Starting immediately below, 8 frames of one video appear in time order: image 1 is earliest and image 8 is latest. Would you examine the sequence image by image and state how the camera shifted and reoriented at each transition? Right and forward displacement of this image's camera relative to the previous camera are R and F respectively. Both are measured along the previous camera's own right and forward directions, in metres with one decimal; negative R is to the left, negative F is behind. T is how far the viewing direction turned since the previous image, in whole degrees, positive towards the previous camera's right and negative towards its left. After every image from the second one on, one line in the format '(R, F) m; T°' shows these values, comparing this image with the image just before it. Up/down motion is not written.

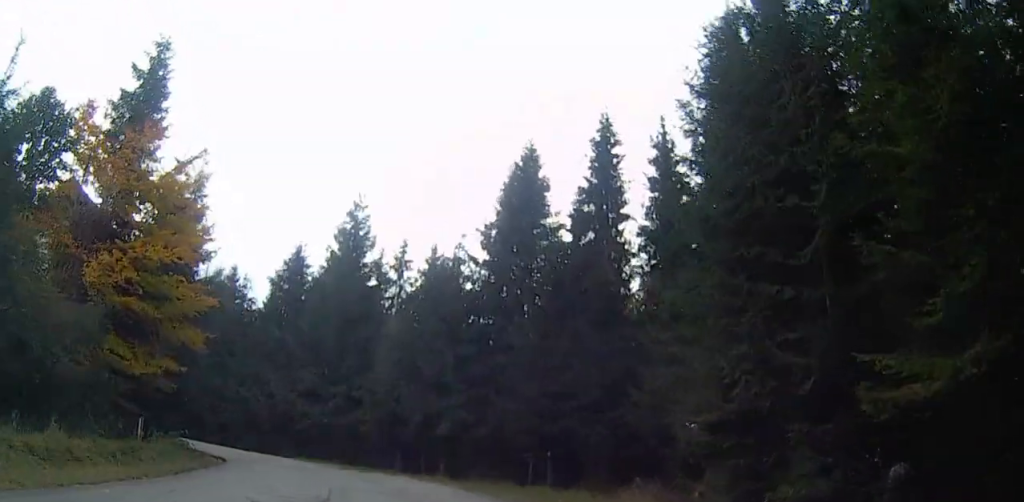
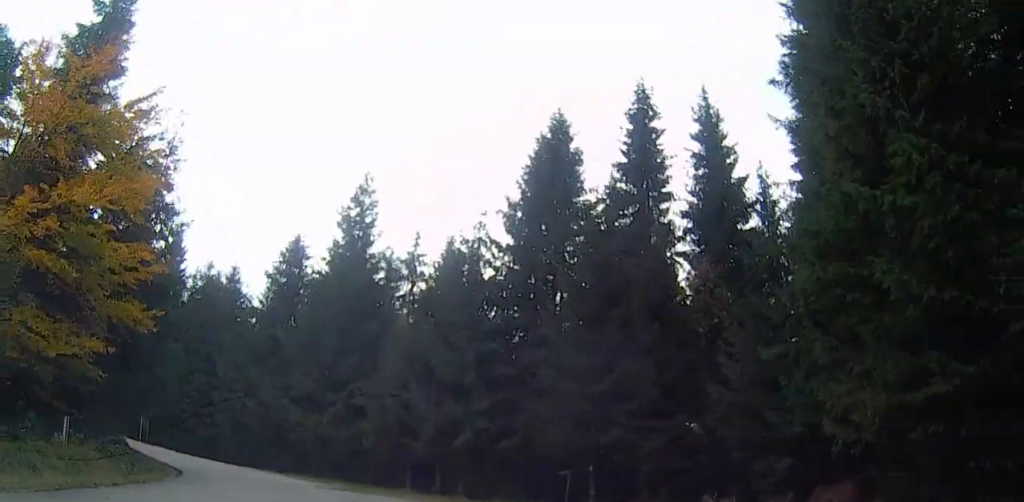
(+0.1, +5.5) m; -4°
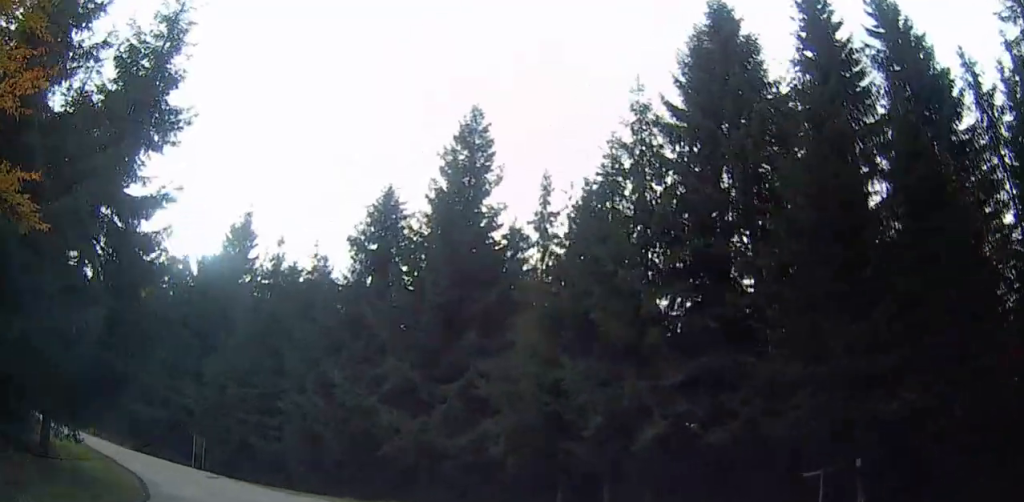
(-0.9, +10.4) m; -6°
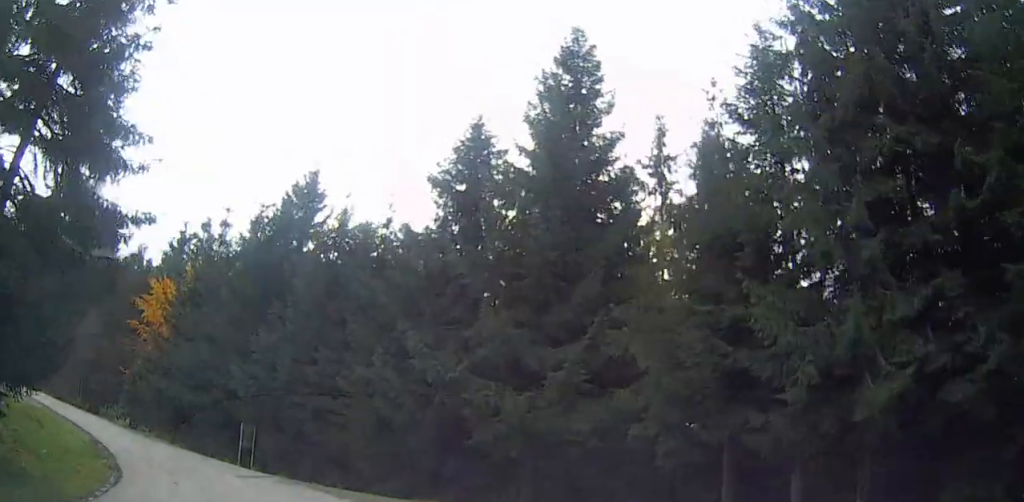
(-0.1, +6.6) m; -6°
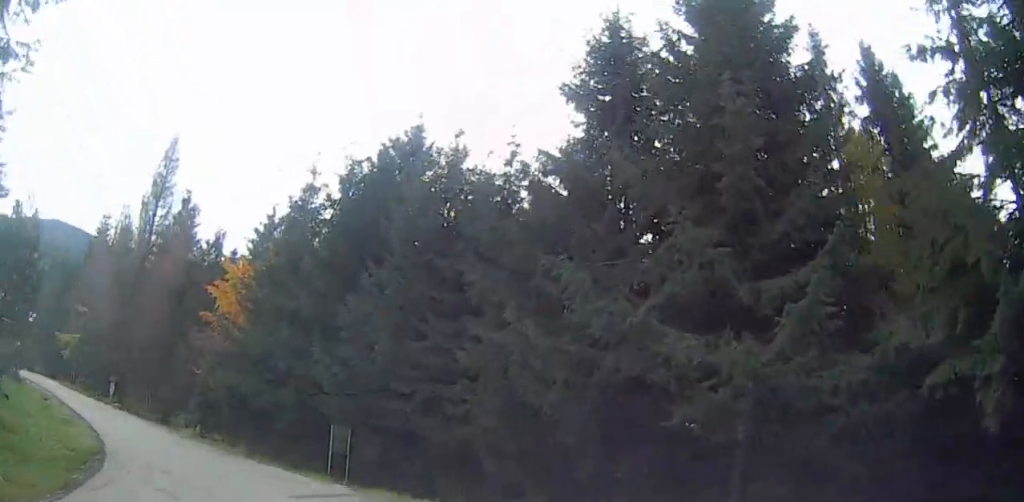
(-0.2, +7.1) m; -11°
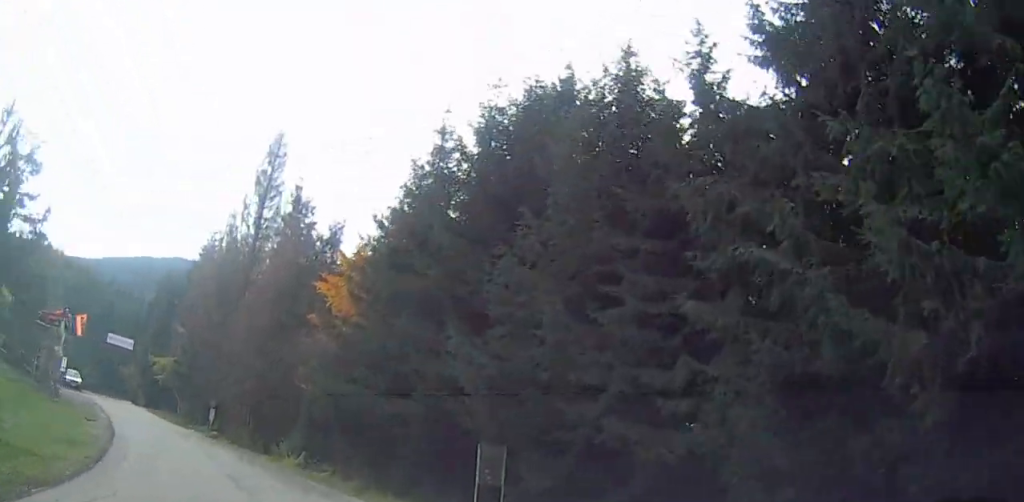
(-0.6, +7.1) m; -18°
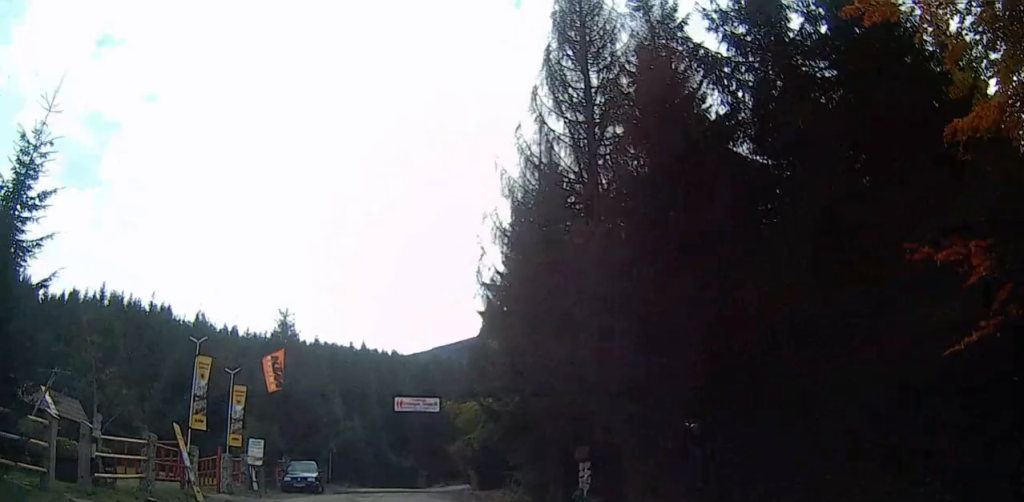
(-6.0, +22.3) m; -25°
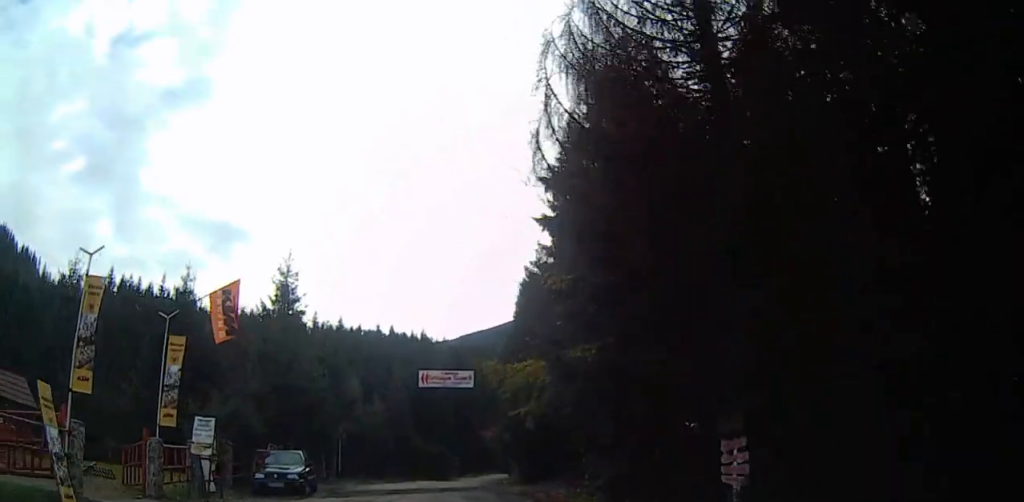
(-0.9, +8.7) m; -6°
